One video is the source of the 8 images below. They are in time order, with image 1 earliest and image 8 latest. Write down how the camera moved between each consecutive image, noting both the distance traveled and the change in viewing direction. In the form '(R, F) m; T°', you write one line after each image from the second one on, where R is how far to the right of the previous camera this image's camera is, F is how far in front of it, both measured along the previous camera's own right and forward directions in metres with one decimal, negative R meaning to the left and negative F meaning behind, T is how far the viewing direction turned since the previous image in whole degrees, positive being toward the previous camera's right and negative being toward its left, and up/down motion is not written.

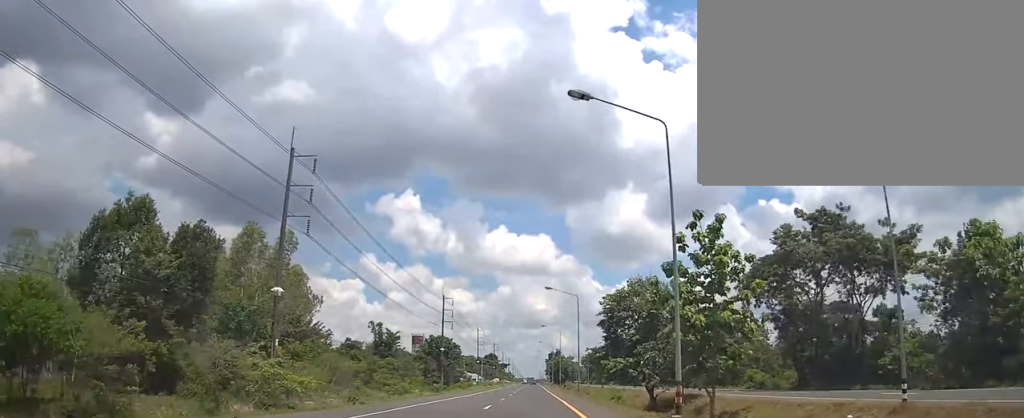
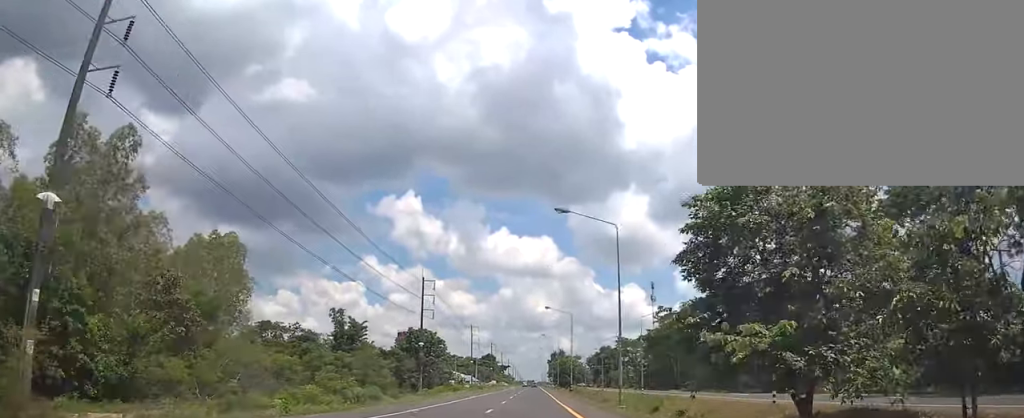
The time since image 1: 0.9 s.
(+0.1, +24.5) m; +1°
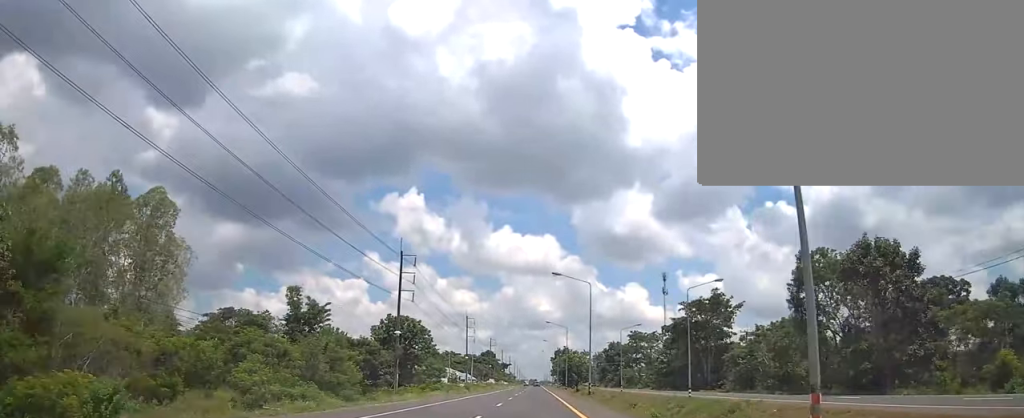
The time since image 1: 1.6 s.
(+0.3, +18.8) m; 0°
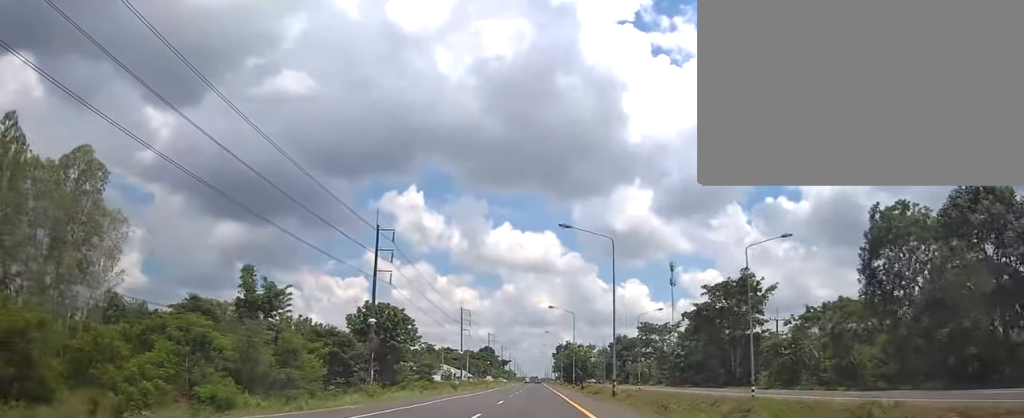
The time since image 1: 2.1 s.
(+0.1, +13.1) m; 0°
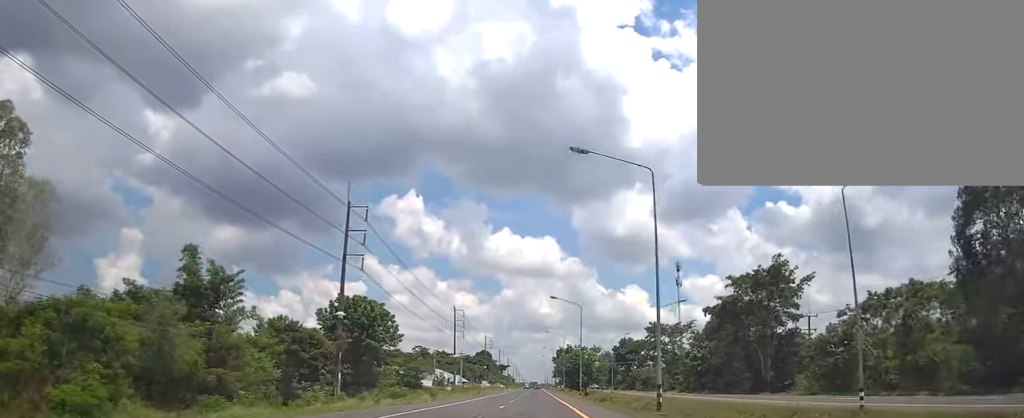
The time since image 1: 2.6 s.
(-0.1, +11.4) m; 0°
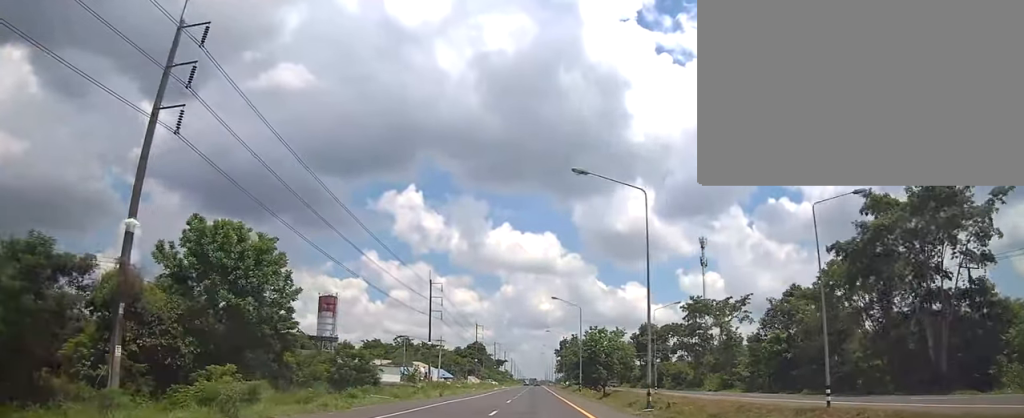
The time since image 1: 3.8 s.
(-0.2, +33.1) m; 0°
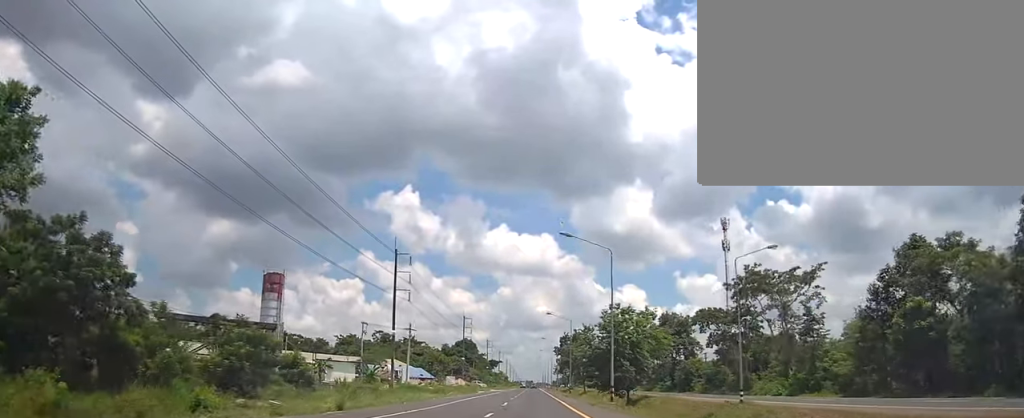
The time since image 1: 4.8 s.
(-0.1, +25.8) m; 0°
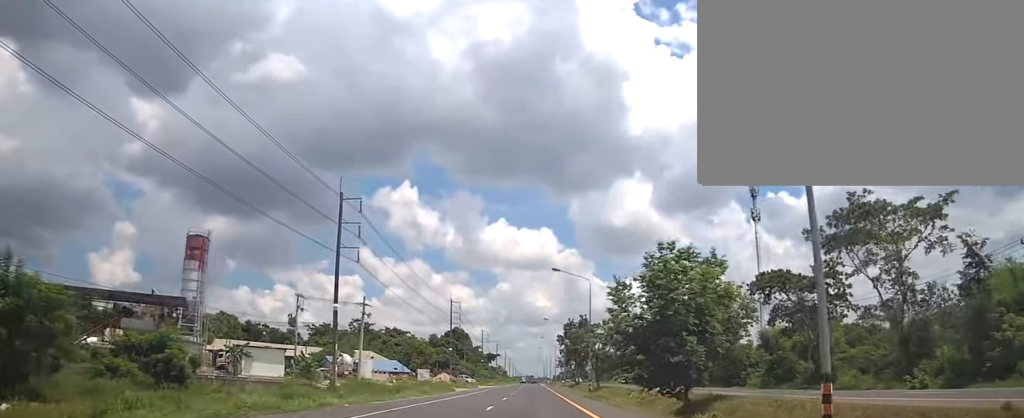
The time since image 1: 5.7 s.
(+0.1, +24.4) m; 0°
